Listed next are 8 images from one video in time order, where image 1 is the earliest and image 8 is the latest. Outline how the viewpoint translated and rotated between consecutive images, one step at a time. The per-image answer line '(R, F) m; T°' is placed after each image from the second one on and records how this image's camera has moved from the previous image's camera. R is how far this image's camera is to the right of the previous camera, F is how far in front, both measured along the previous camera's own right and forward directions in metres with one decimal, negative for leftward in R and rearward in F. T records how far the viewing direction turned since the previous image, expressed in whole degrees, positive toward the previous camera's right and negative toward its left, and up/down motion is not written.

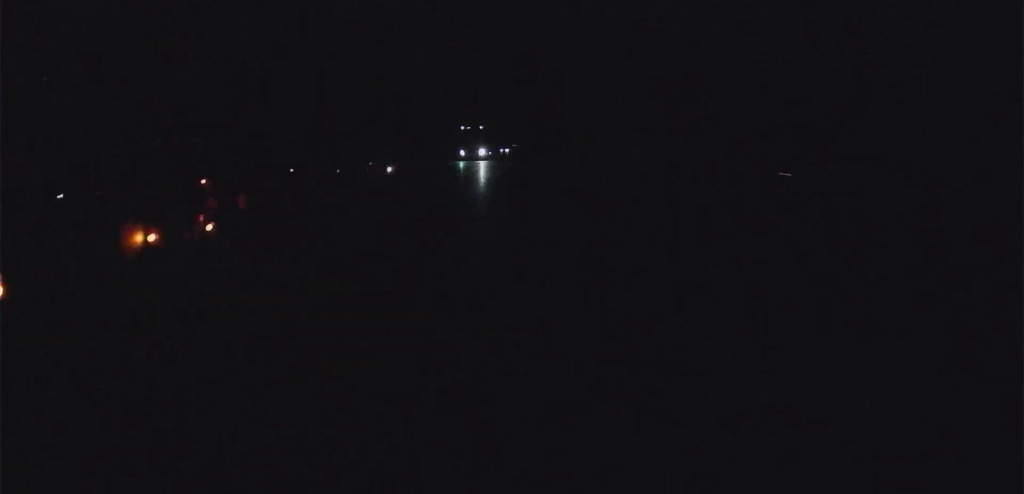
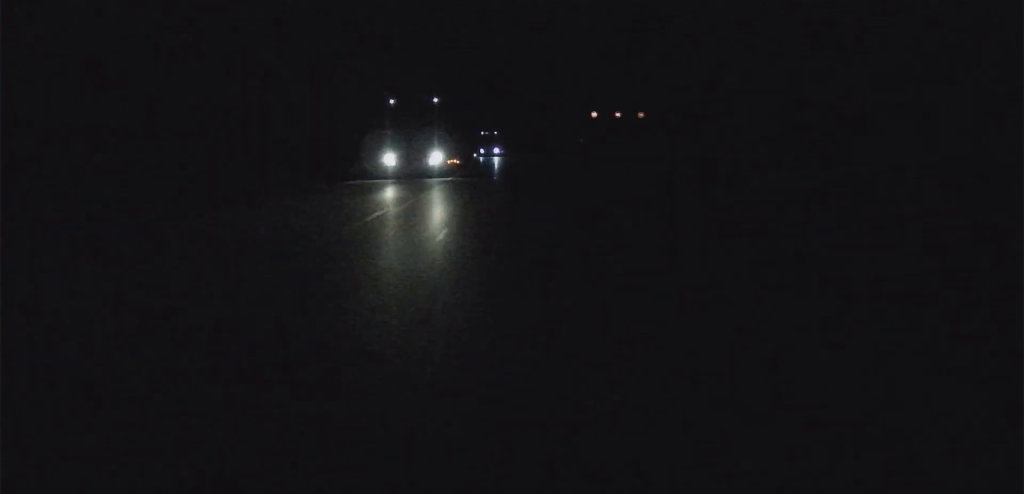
(-5.3, +300.9) m; -4°
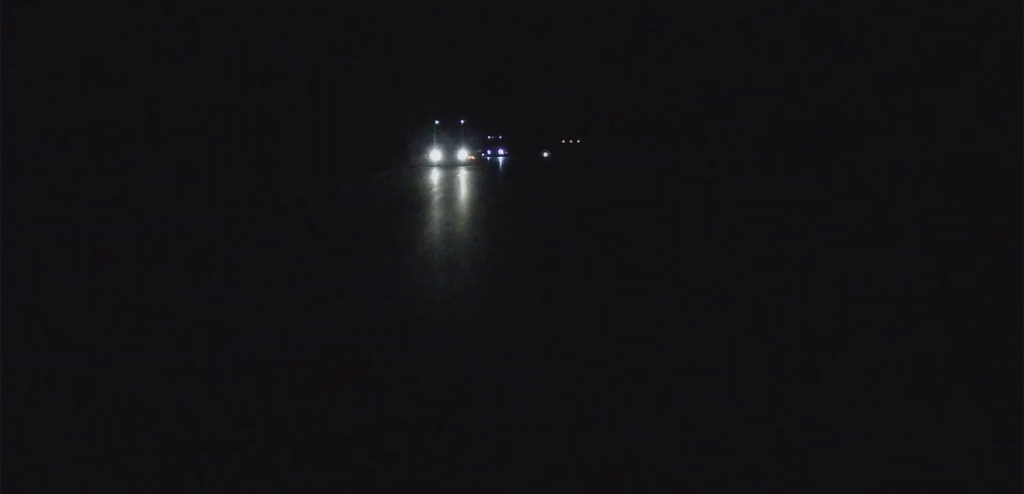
(-7.1, +214.1) m; -4°
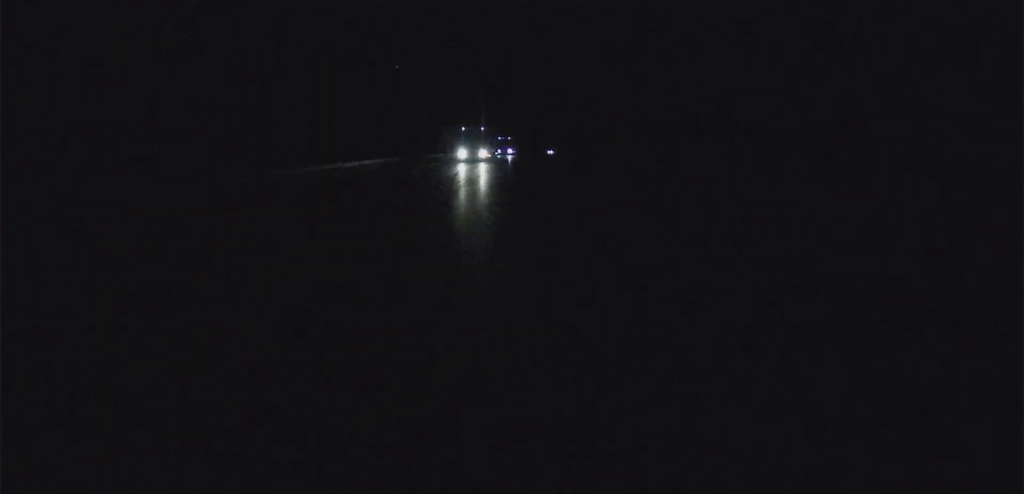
(-9.8, +231.1) m; -4°
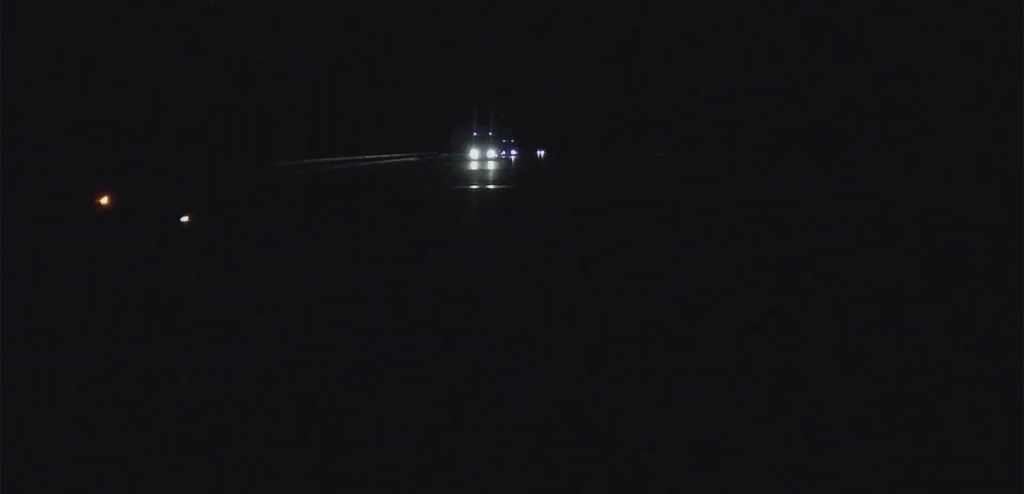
(-11.2, +264.7) m; -5°
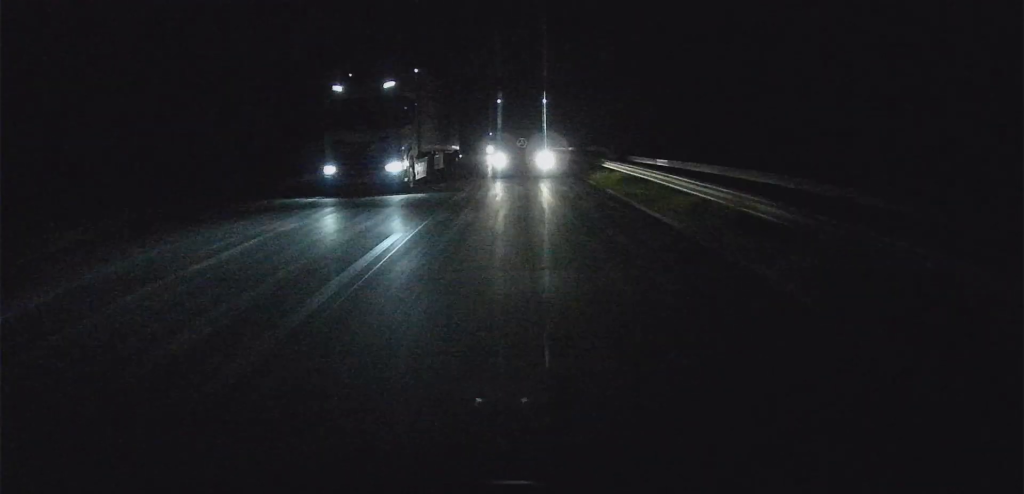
(-27.6, +428.2) m; -8°
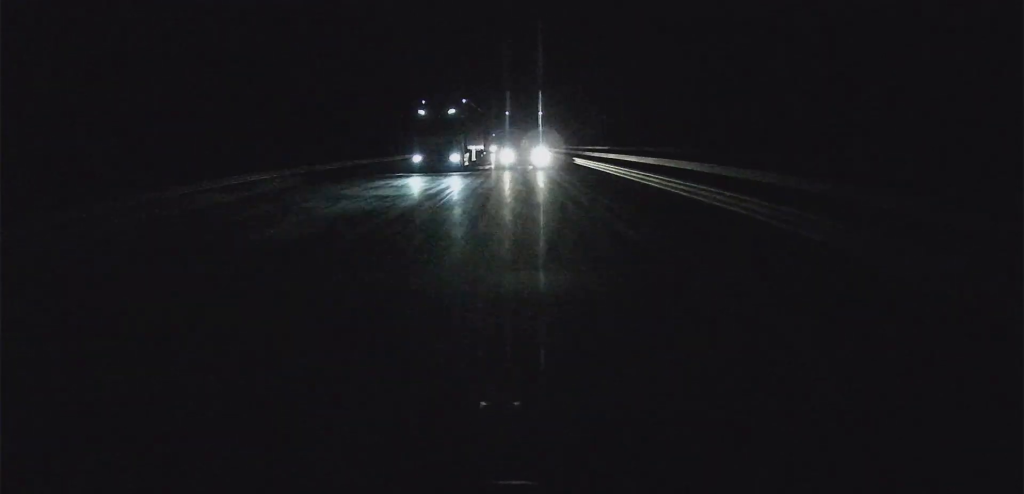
(-4.8, +120.8) m; -2°
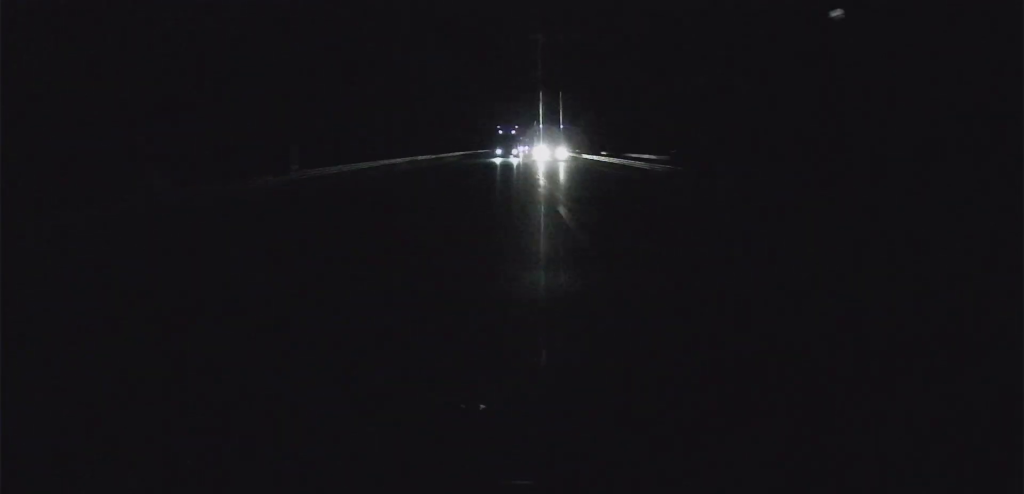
(-7.4, +226.3) m; -6°
